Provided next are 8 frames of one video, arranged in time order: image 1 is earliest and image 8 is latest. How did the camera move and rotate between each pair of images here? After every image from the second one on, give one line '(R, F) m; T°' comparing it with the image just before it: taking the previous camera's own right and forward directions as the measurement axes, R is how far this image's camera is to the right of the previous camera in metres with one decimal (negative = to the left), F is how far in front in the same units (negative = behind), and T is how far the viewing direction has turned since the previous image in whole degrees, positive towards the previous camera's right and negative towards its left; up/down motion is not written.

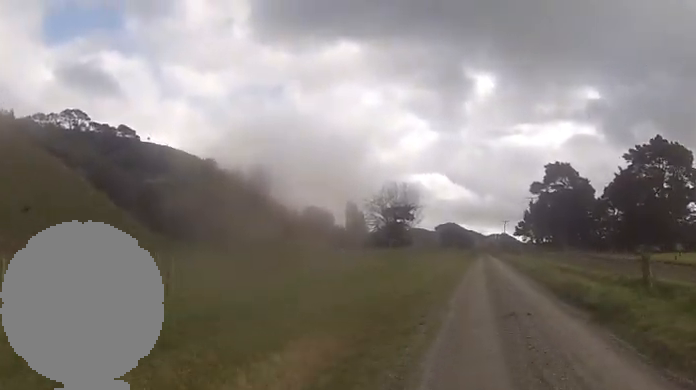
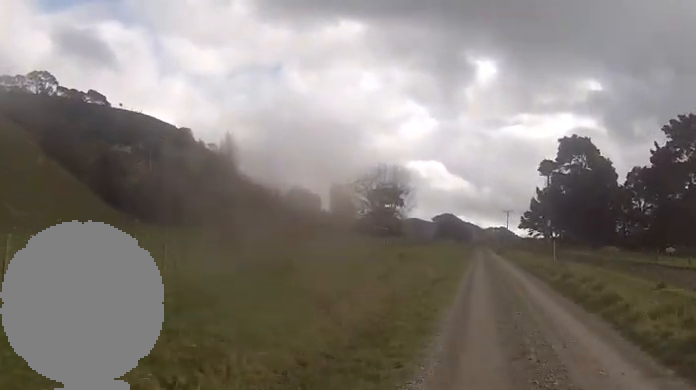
(-0.6, +19.3) m; 0°
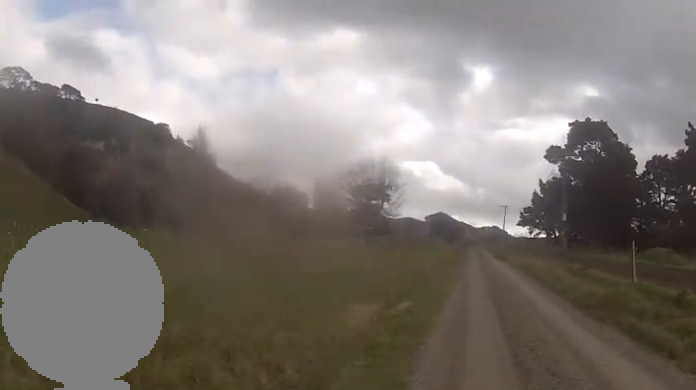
(-0.1, +12.8) m; +2°
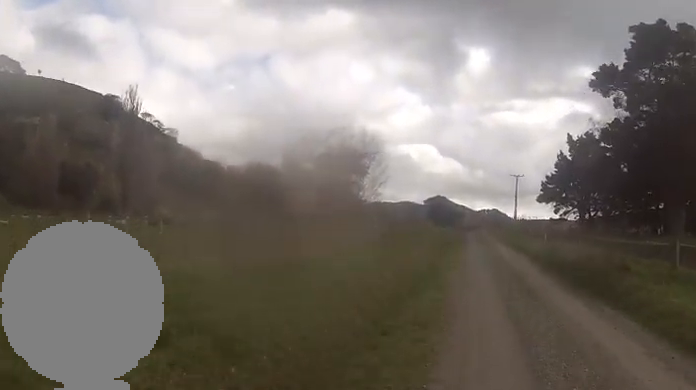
(+0.7, +25.5) m; -1°
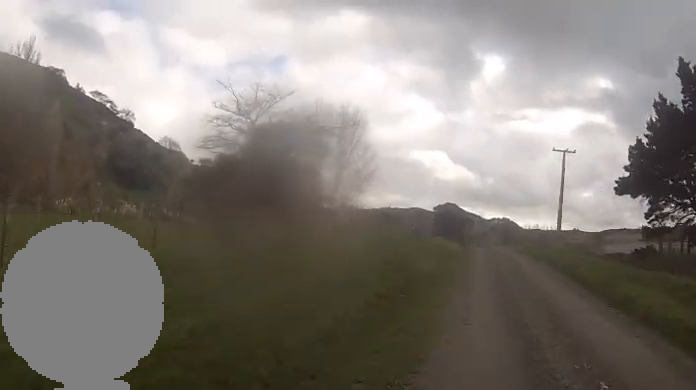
(-0.8, +30.5) m; 0°
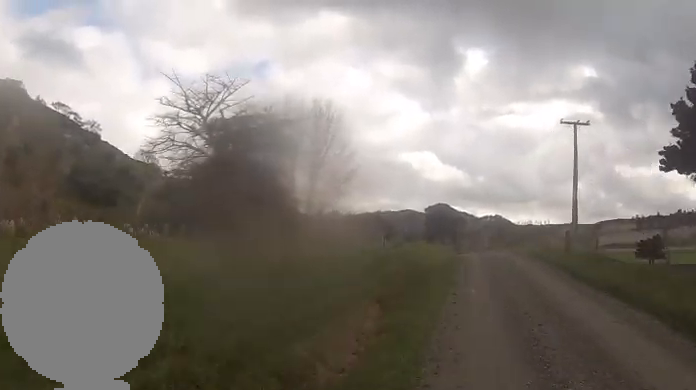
(+0.5, +9.3) m; -2°
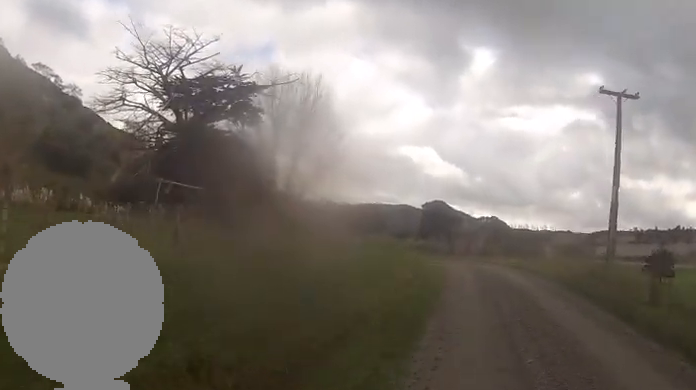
(-0.2, +9.7) m; -2°
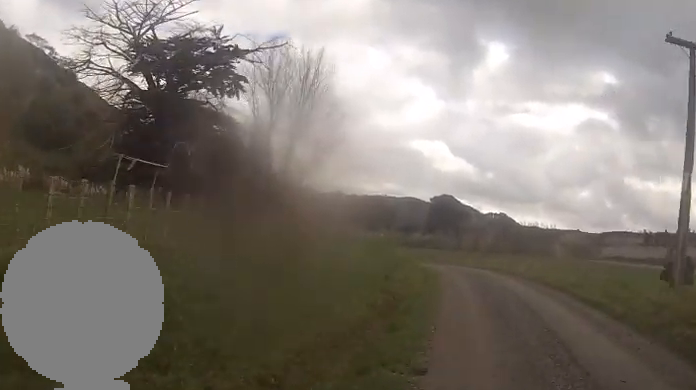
(-0.8, +7.4) m; -1°
